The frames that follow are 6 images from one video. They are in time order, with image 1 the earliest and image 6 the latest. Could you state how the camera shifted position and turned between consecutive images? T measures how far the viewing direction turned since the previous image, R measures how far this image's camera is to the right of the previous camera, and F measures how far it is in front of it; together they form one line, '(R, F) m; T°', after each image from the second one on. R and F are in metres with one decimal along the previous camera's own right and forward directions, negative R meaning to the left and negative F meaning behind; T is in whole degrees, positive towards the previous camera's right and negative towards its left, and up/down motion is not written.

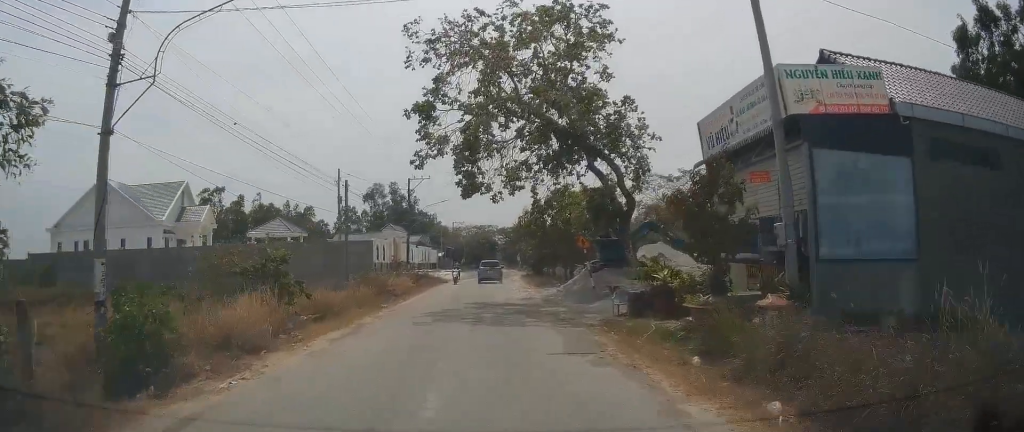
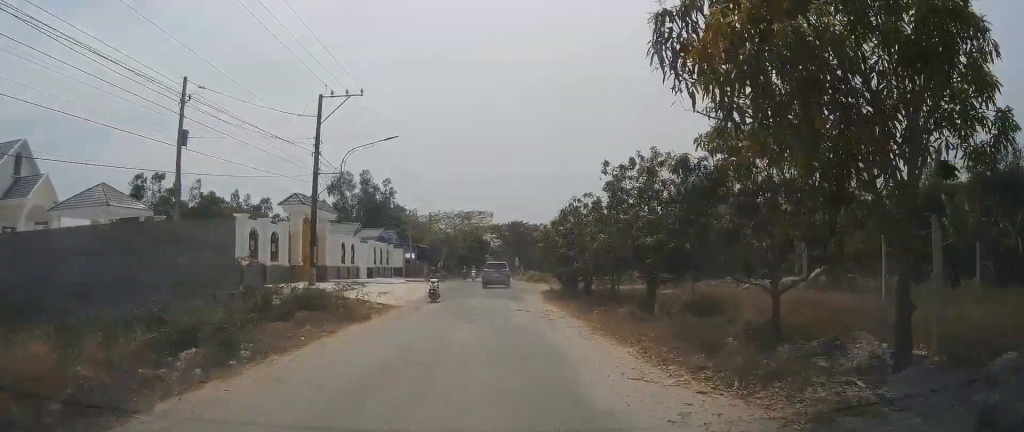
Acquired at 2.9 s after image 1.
(+0.3, +33.2) m; 0°
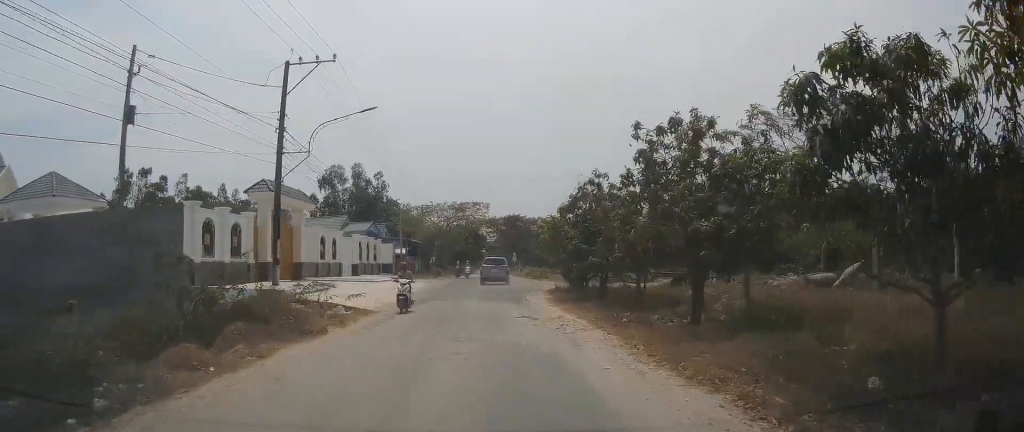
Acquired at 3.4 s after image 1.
(-0.4, +5.2) m; +1°
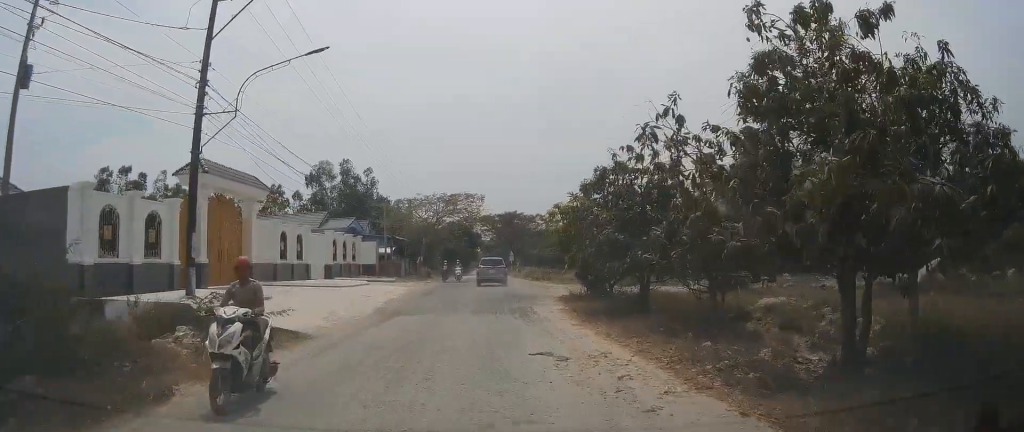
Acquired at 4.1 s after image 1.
(-0.1, +7.6) m; +2°
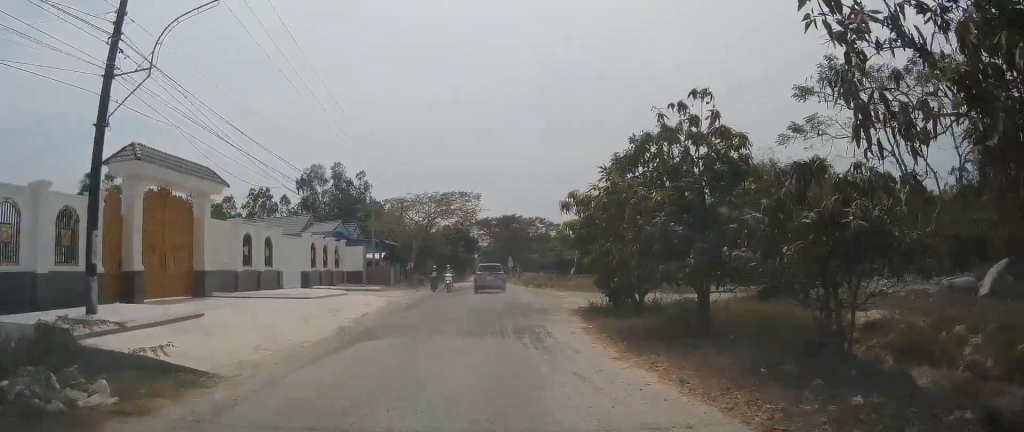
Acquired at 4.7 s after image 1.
(+0.5, +5.5) m; +2°
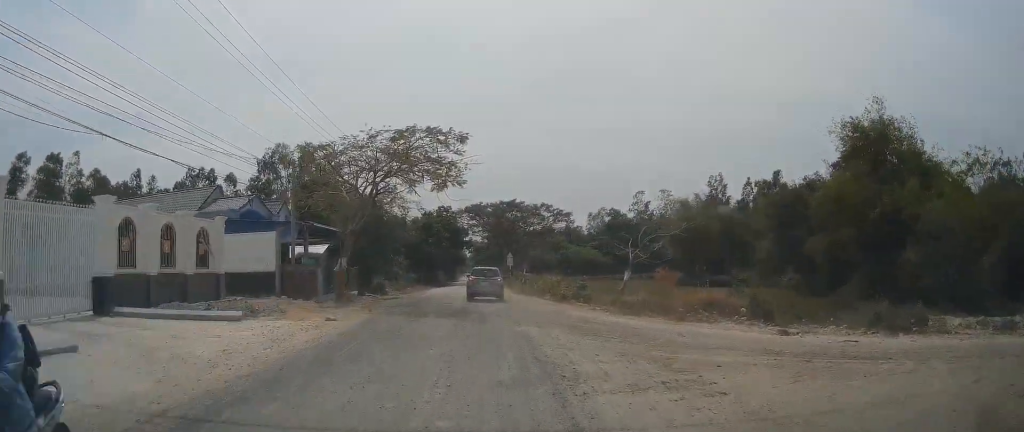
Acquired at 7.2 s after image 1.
(-0.4, +24.3) m; -1°
